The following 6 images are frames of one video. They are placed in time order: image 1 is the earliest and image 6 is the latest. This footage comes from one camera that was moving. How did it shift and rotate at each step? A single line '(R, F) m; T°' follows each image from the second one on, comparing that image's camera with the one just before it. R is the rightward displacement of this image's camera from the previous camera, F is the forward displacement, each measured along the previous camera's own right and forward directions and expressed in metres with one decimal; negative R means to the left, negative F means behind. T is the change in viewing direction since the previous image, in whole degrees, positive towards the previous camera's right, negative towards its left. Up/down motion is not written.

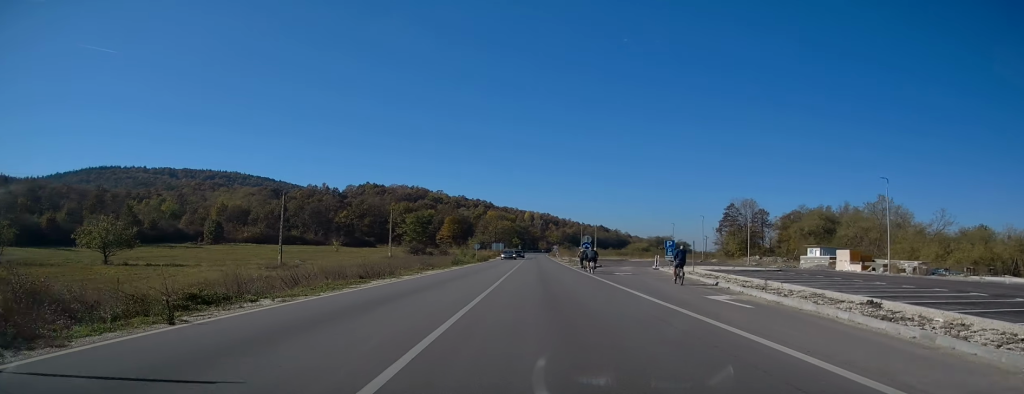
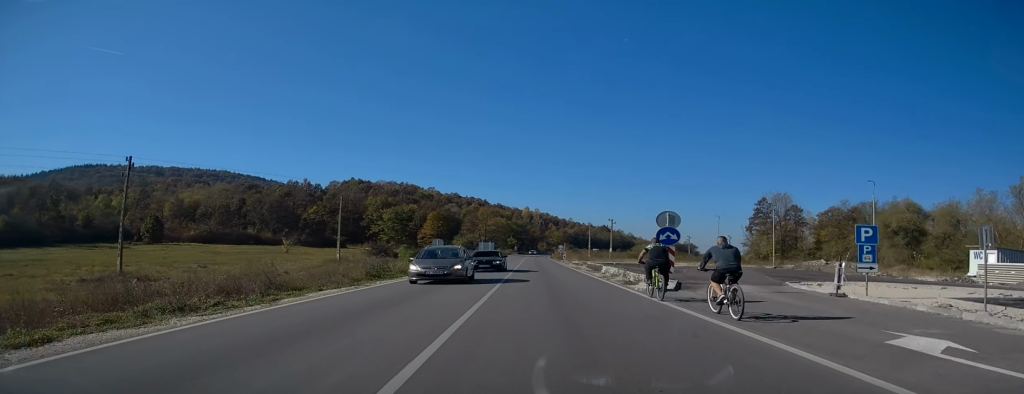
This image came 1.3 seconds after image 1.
(0.0, +27.3) m; 0°
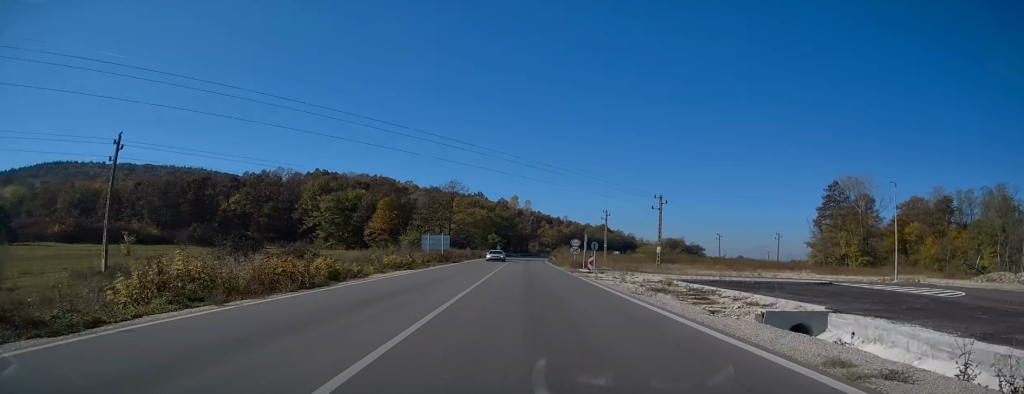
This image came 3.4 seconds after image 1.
(0.0, +43.3) m; +1°
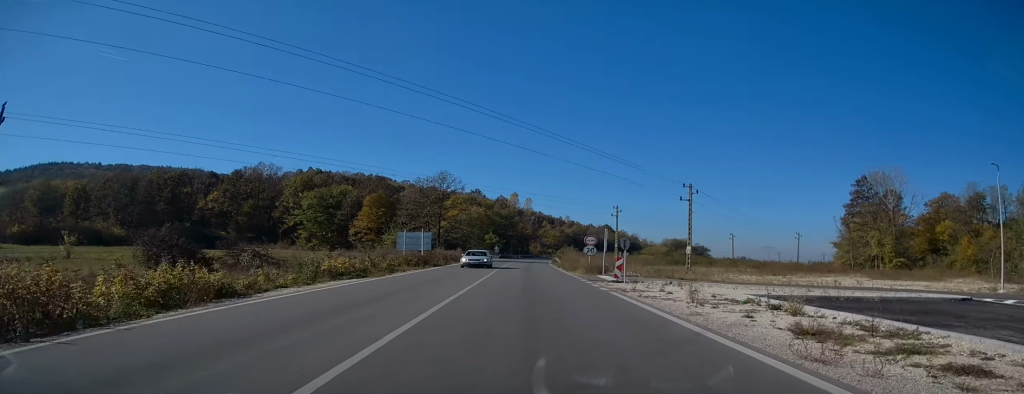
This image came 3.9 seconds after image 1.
(+0.1, +10.4) m; 0°
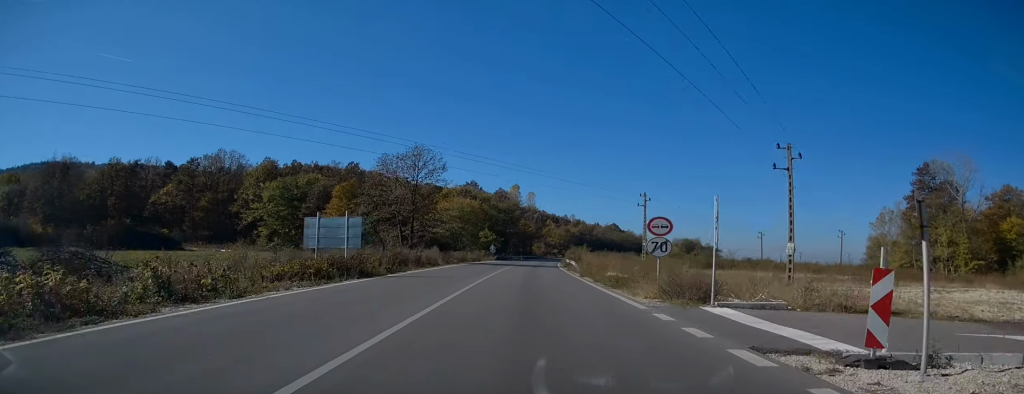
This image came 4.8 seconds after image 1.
(+0.2, +18.1) m; 0°
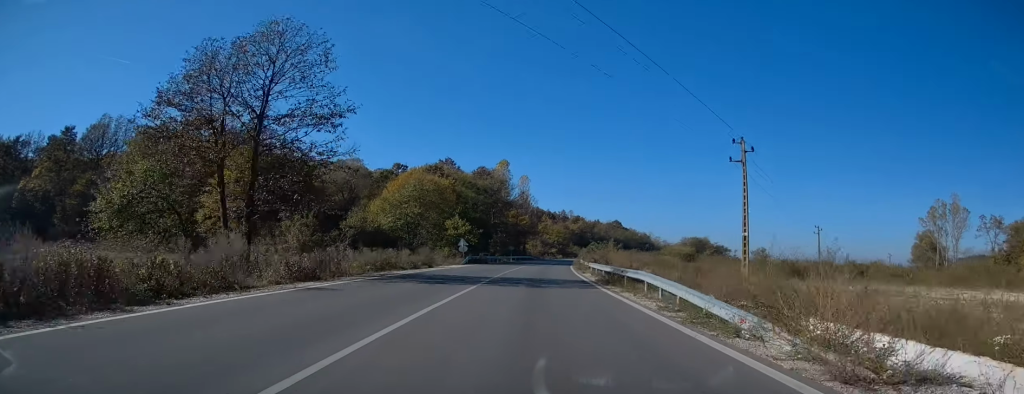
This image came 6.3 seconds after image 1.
(-0.6, +31.6) m; 0°
